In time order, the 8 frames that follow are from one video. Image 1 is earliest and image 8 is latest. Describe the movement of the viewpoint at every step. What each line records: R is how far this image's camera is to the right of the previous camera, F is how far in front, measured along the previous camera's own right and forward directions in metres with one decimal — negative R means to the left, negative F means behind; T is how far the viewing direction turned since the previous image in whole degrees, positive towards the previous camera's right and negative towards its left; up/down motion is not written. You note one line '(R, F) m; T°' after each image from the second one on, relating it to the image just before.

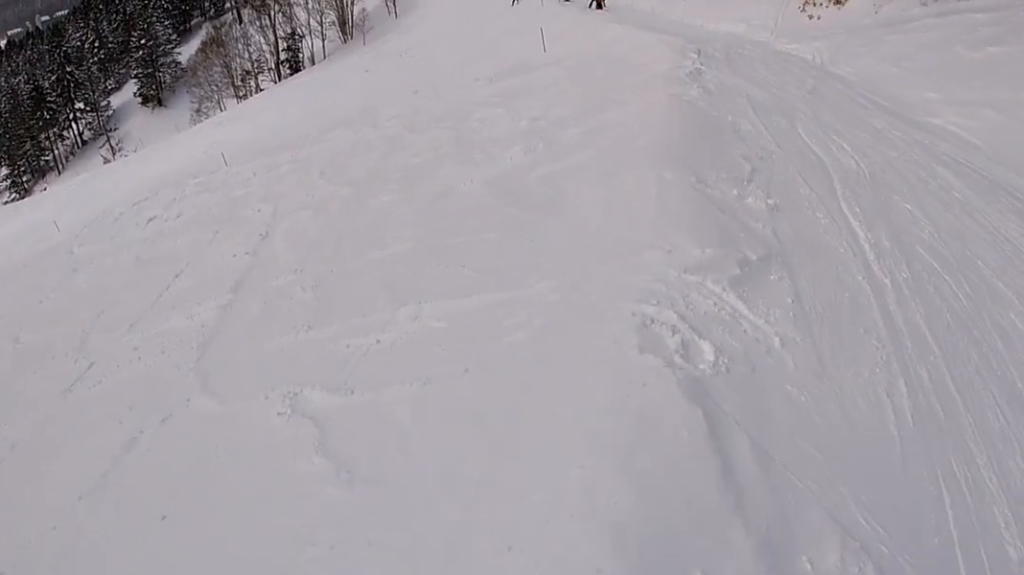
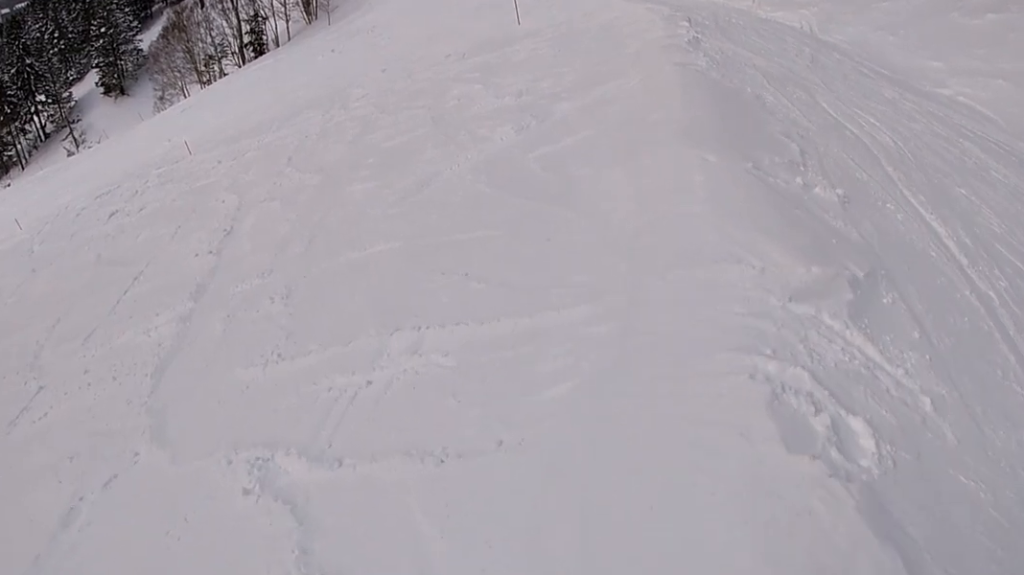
(+0.1, +1.6) m; -7°
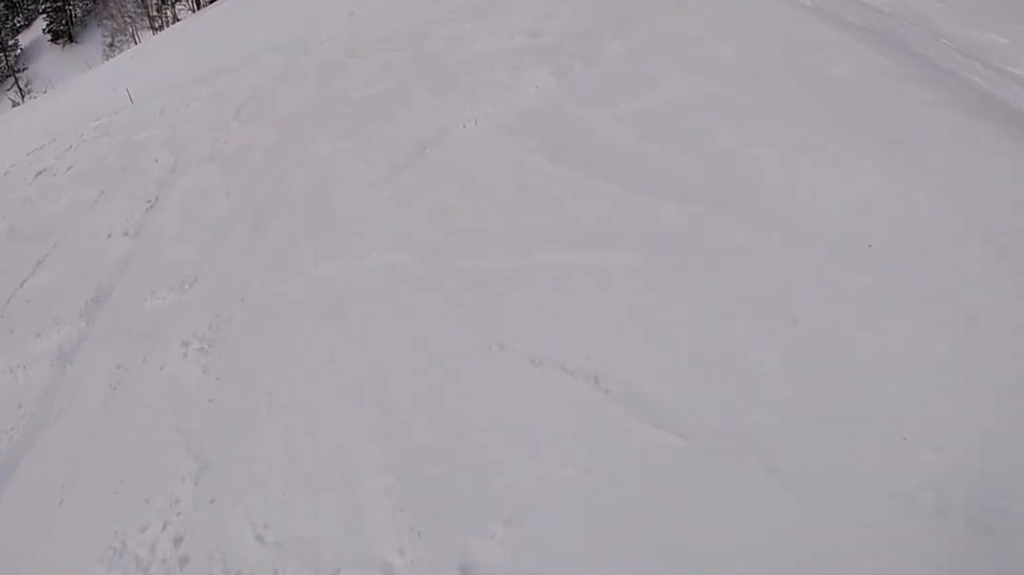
(-0.5, +3.2) m; +4°
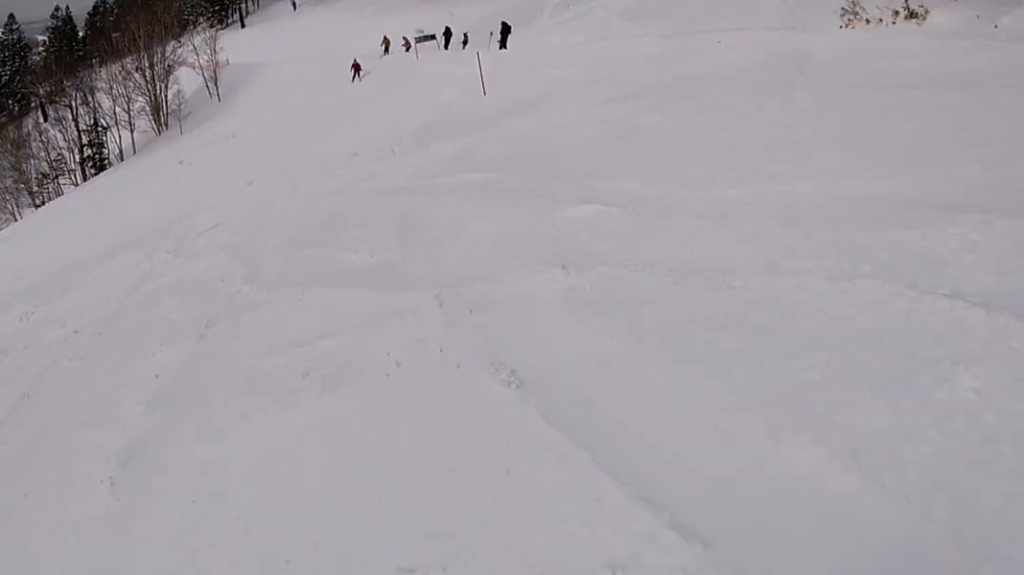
(+2.3, +9.9) m; +17°
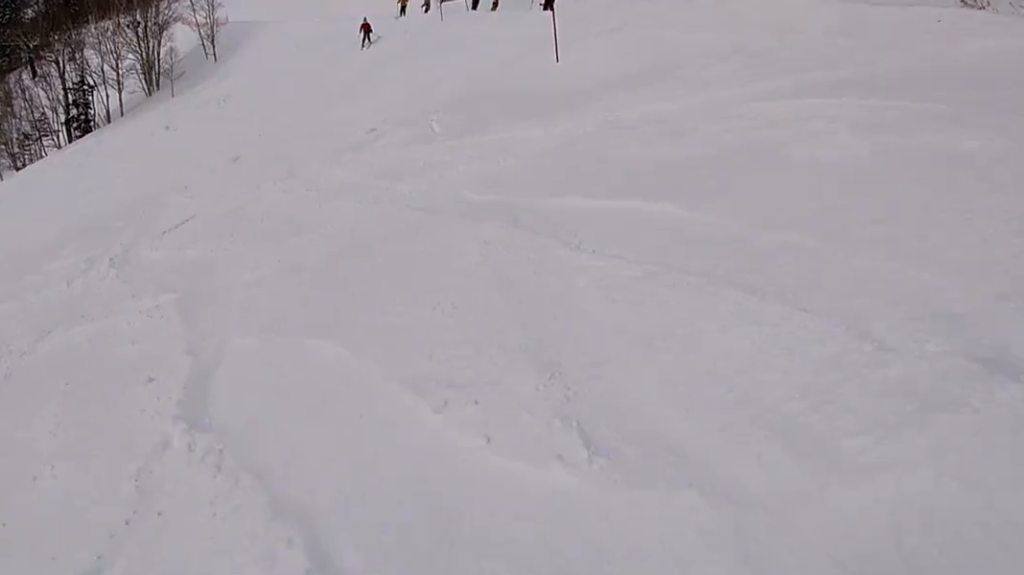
(0.0, +4.4) m; 0°
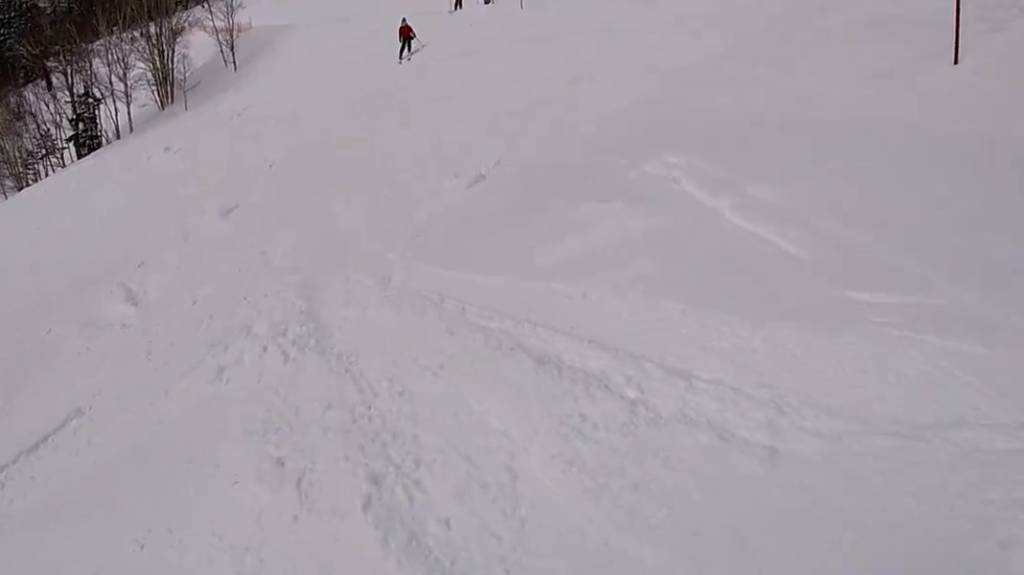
(0.0, +8.2) m; -2°
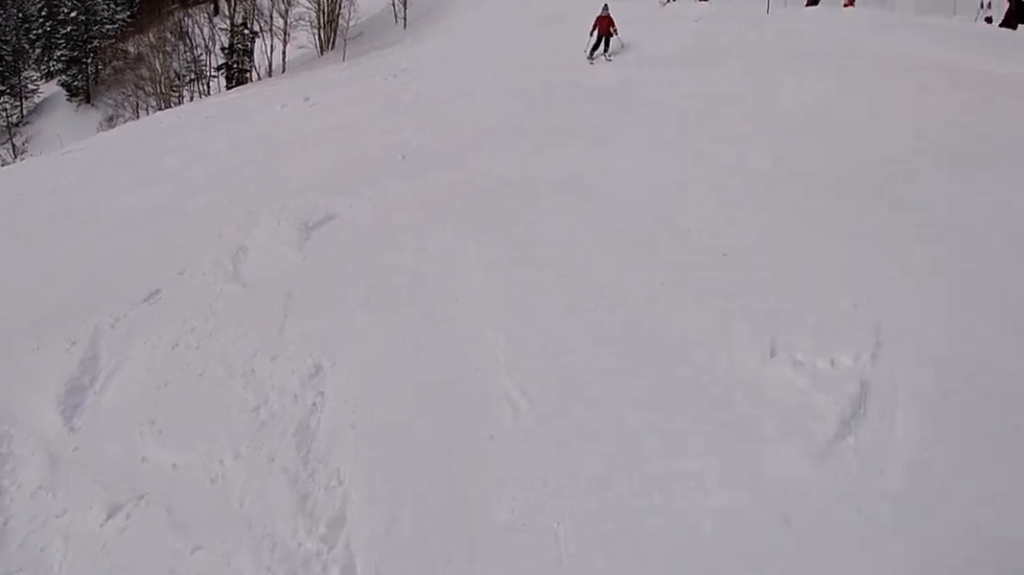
(-0.1, +5.0) m; -20°
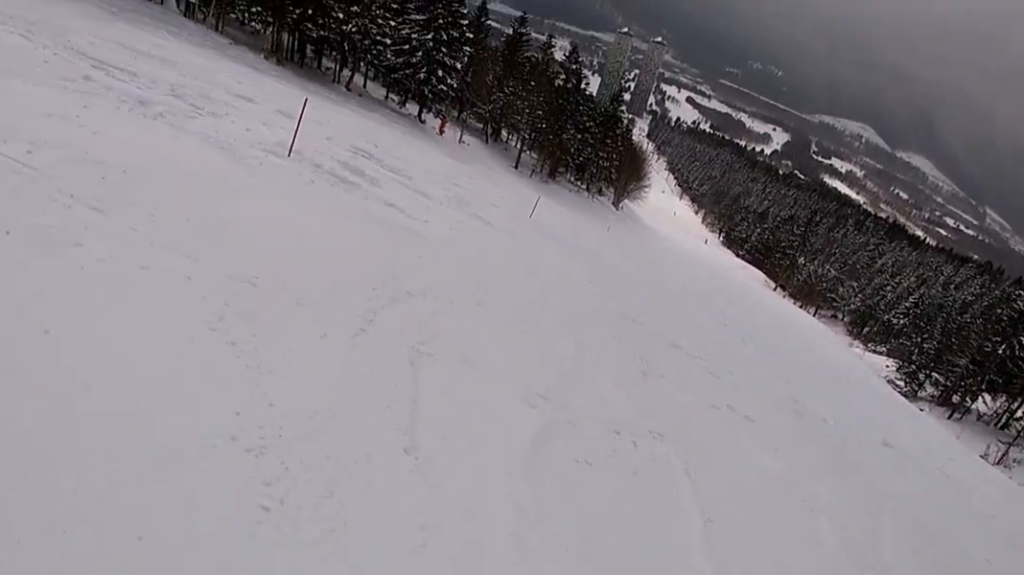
(-4.6, +6.3) m; -76°
